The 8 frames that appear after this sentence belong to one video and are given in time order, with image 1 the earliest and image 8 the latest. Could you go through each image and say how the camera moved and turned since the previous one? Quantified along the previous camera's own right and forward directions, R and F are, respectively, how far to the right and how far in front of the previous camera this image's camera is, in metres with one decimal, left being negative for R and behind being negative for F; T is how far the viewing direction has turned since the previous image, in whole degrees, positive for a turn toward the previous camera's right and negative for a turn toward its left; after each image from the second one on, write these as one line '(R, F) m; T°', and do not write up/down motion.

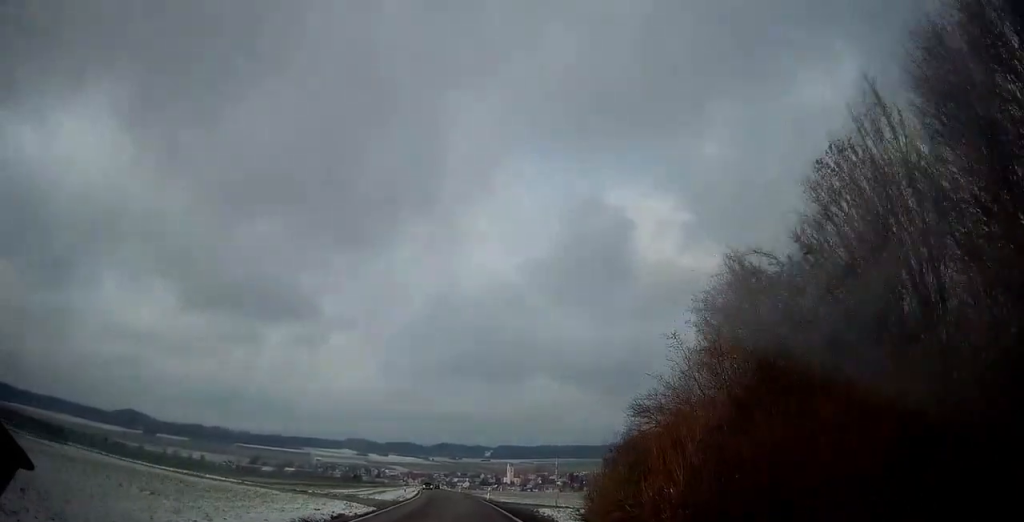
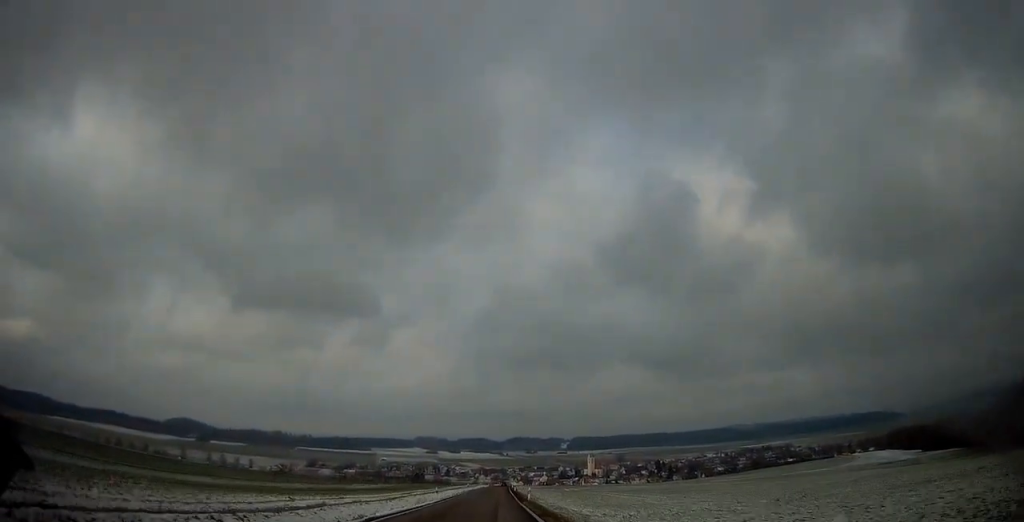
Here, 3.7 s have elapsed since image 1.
(-7.4, +84.4) m; -8°
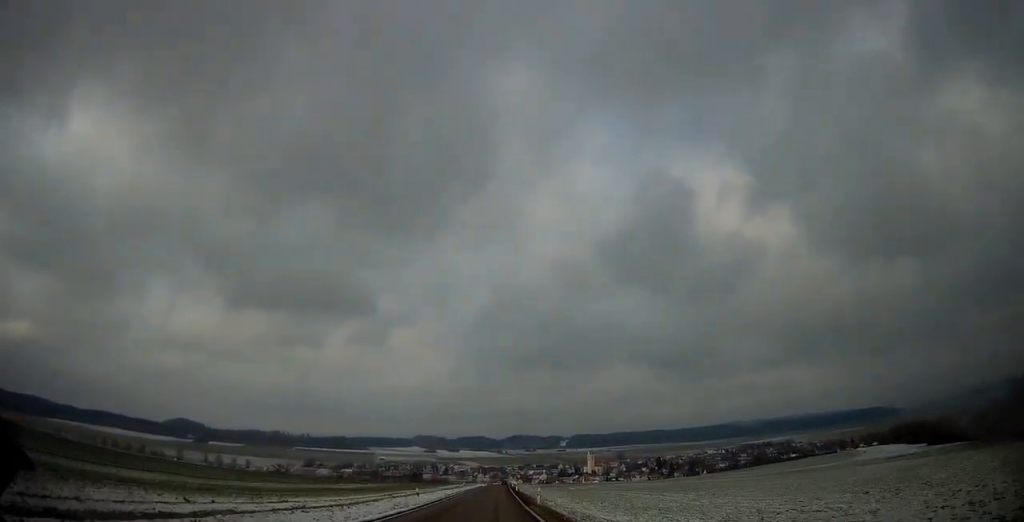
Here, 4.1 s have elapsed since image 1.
(+0.2, +10.0) m; 0°
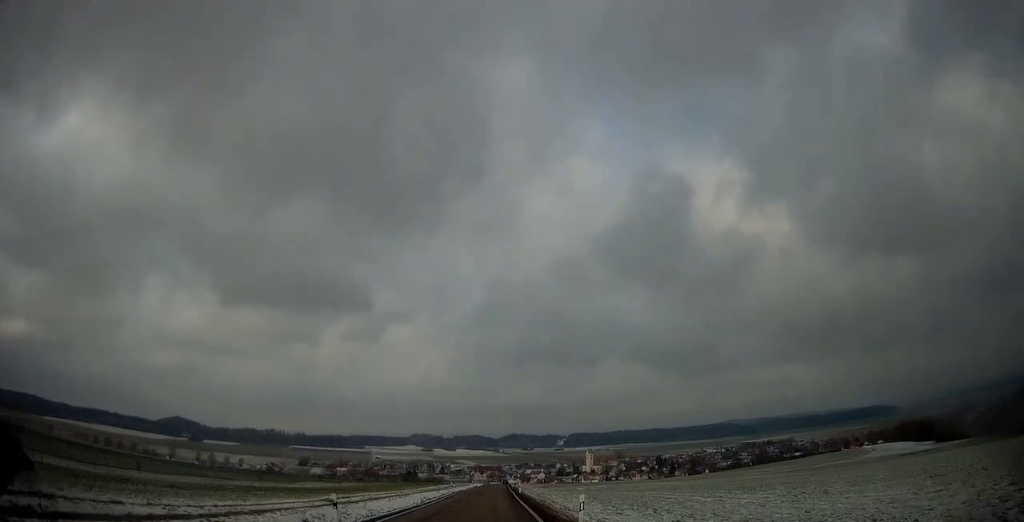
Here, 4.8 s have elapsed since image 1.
(-0.1, +16.3) m; 0°
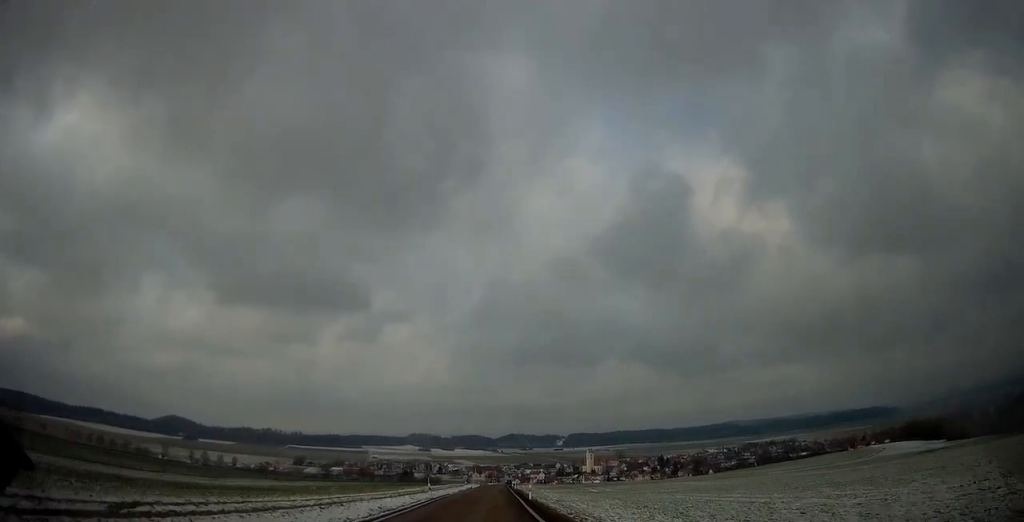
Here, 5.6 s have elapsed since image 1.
(-0.2, +17.9) m; 0°
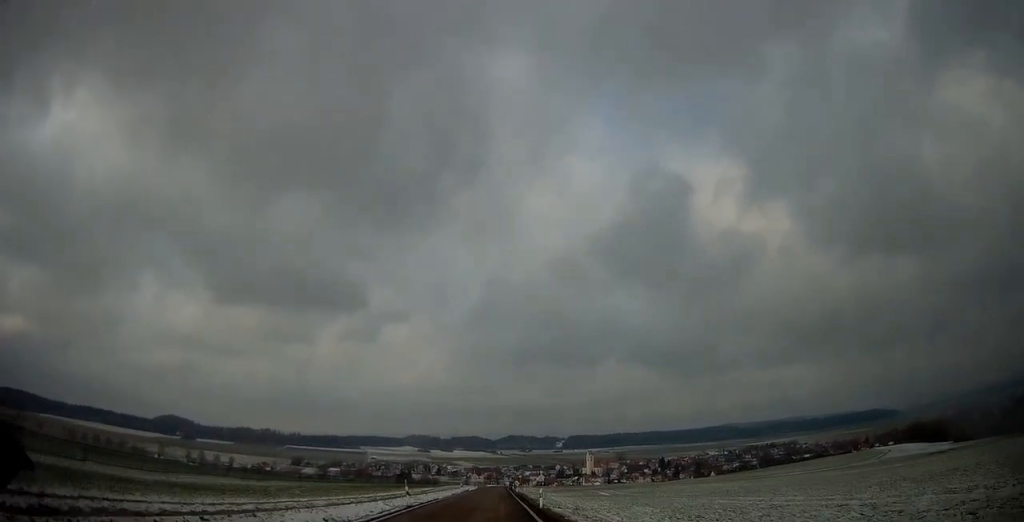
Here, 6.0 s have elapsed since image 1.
(+0.1, +9.4) m; 0°
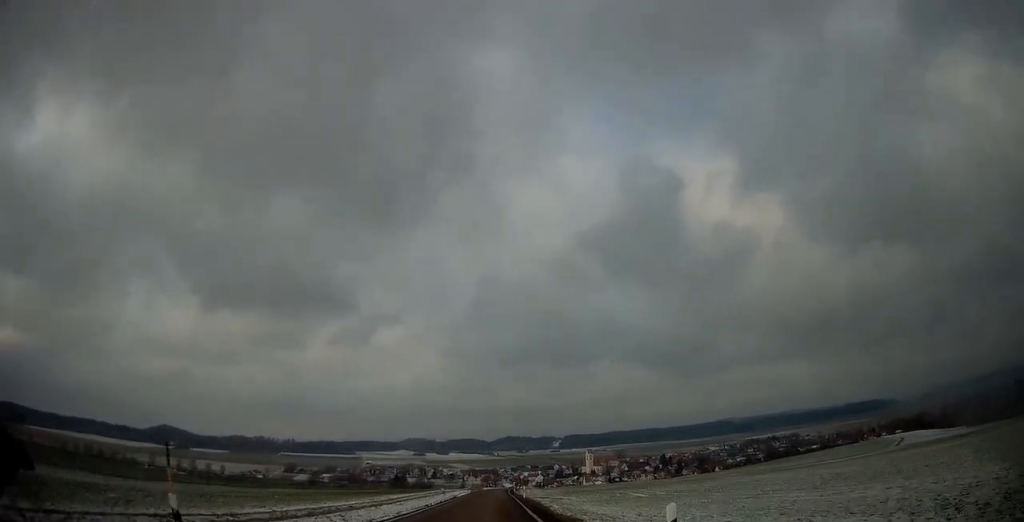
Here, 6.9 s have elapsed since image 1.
(+0.2, +21.2) m; 0°
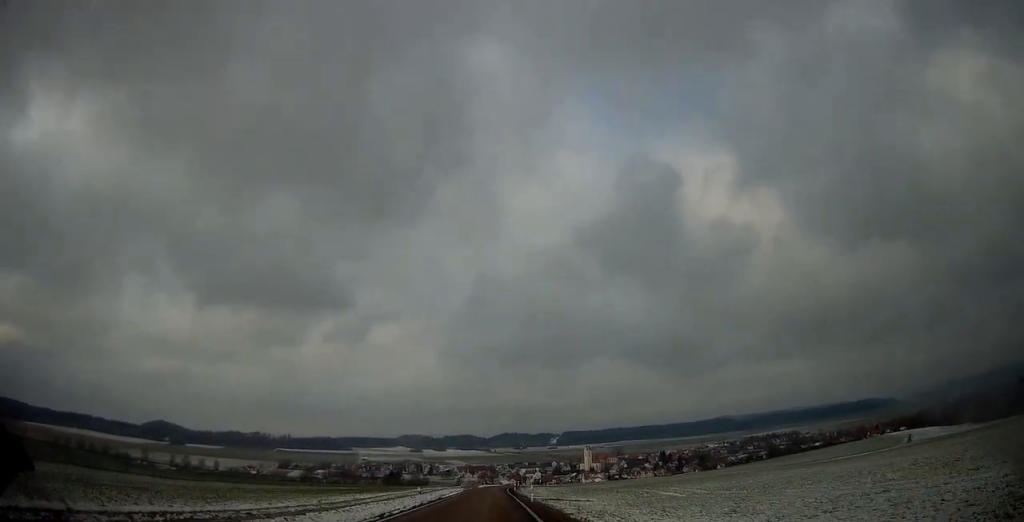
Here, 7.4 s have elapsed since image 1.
(0.0, +13.4) m; 0°
